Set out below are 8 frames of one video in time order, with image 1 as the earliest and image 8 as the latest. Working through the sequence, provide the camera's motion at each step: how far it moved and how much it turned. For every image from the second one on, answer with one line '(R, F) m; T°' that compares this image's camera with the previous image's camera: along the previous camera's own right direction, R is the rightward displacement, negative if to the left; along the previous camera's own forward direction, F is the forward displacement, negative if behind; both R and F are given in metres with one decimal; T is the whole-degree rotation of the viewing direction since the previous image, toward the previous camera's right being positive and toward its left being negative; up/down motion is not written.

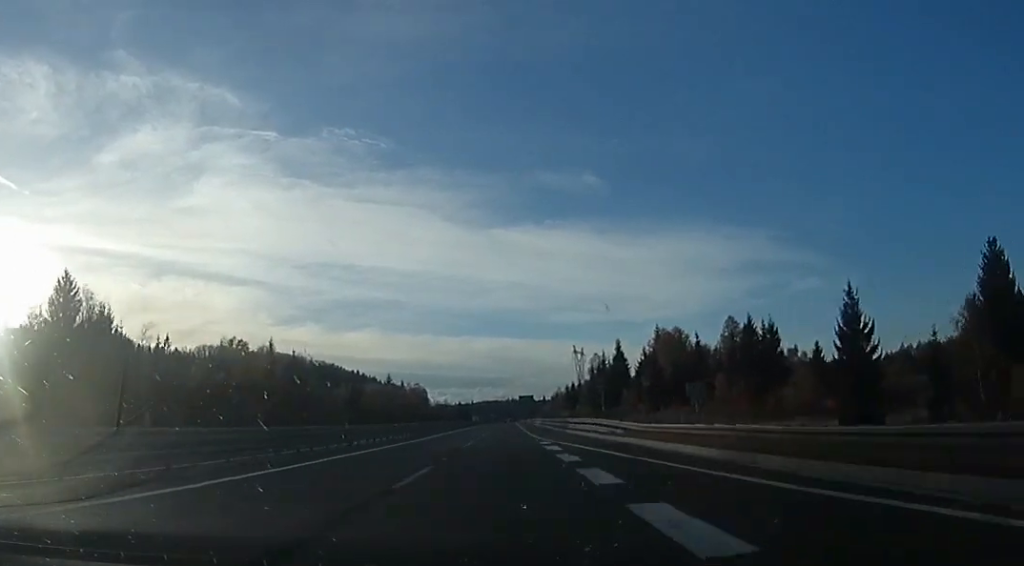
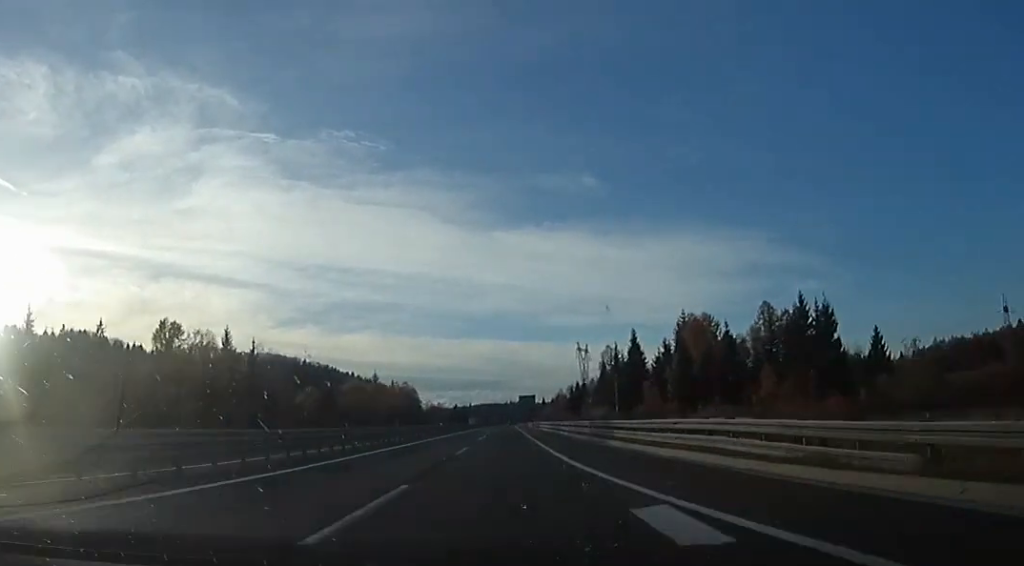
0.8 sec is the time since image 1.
(0.0, +22.8) m; 0°
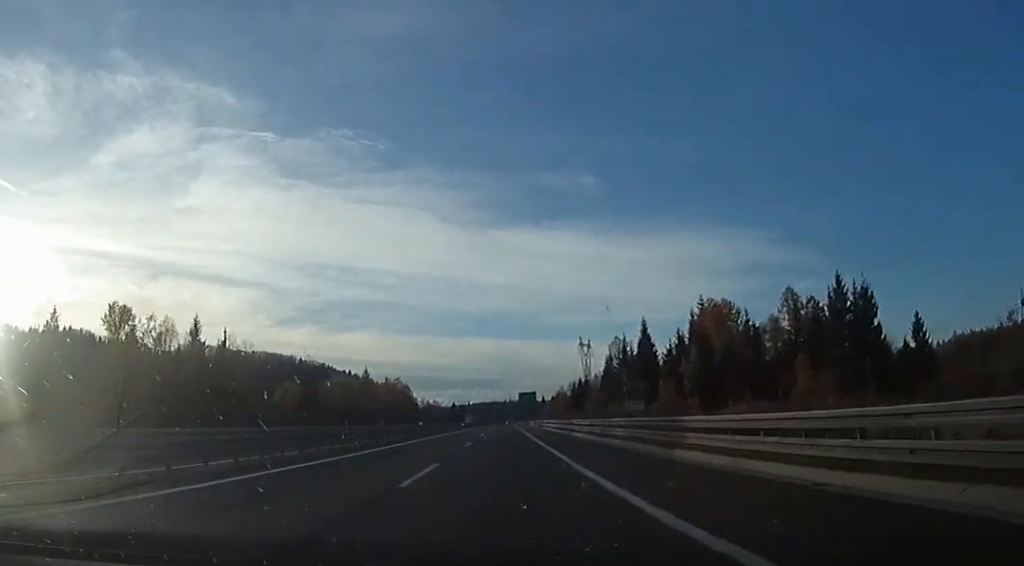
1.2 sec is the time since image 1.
(-0.1, +12.4) m; 0°
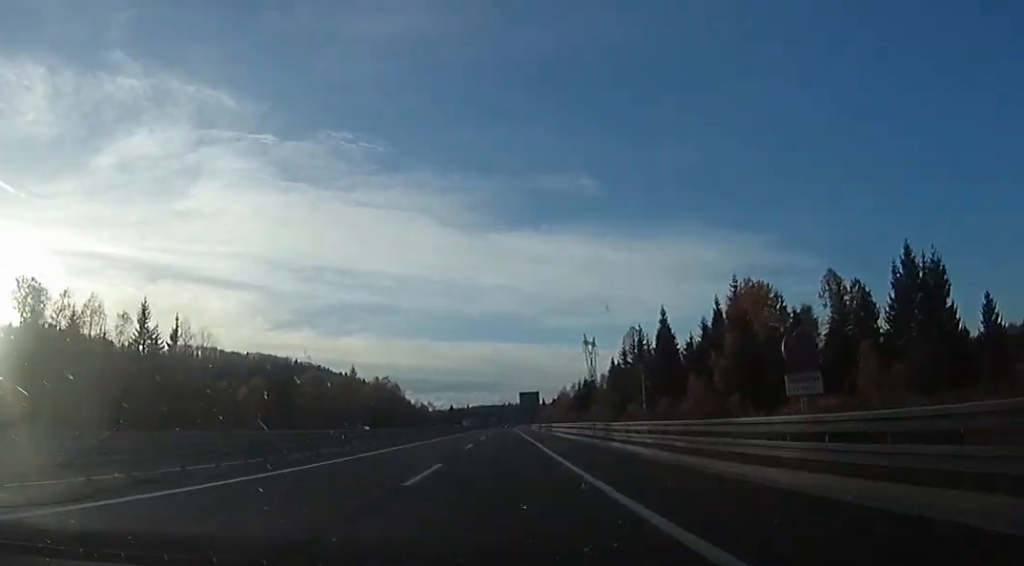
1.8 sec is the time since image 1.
(+0.1, +17.2) m; 0°
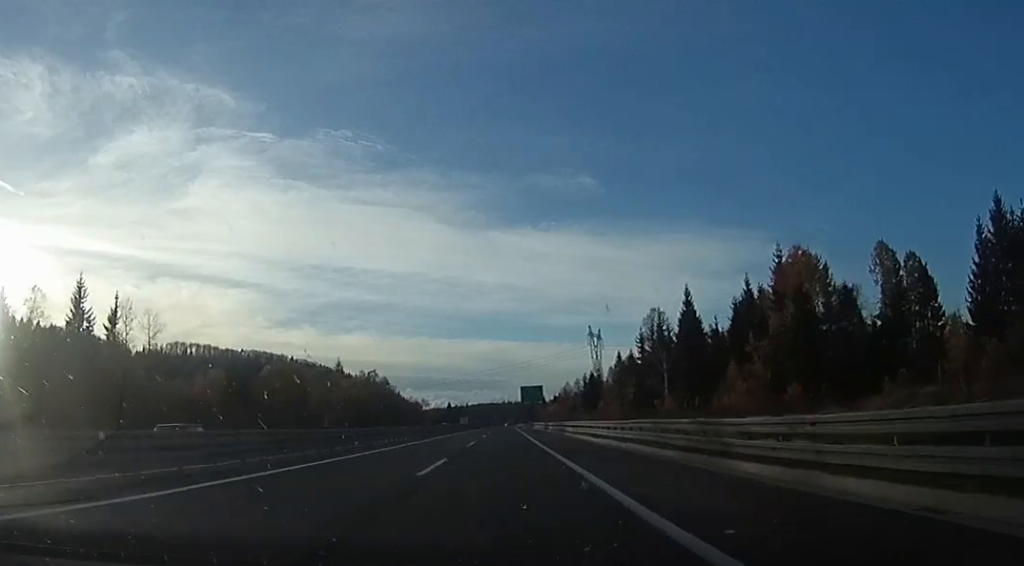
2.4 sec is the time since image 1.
(+0.1, +16.3) m; 0°
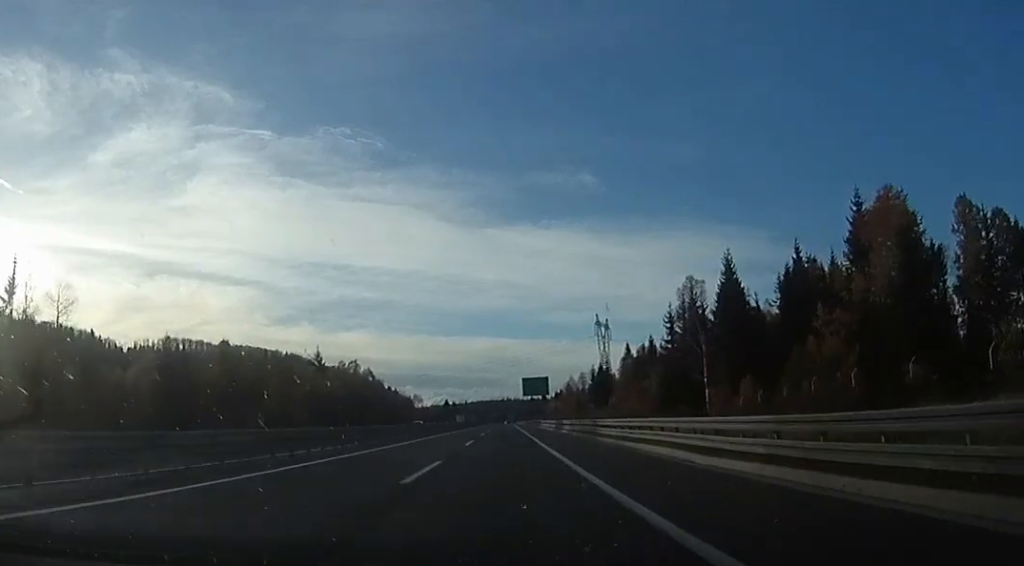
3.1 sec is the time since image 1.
(0.0, +19.6) m; 0°
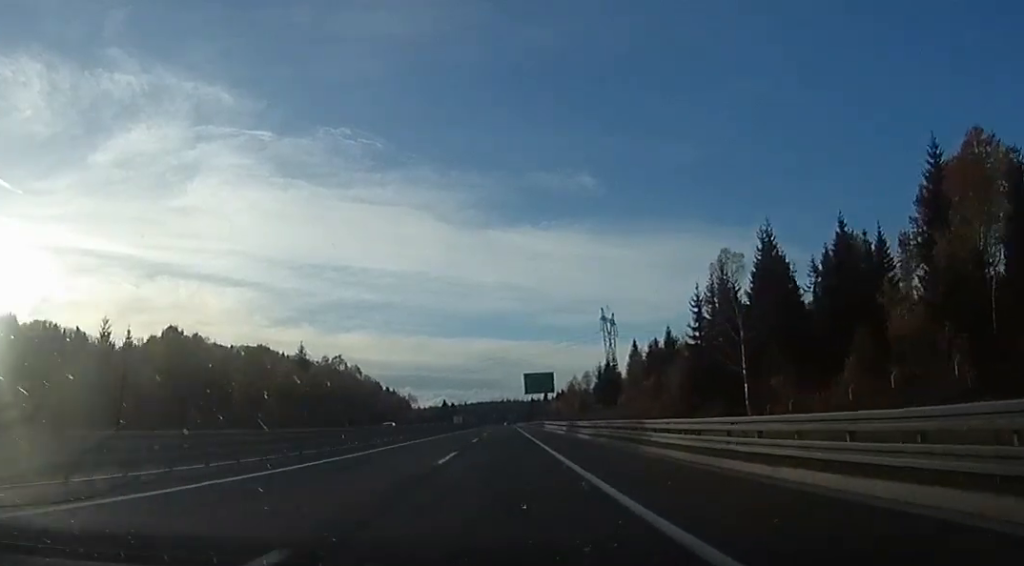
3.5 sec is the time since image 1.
(0.0, +12.9) m; 0°
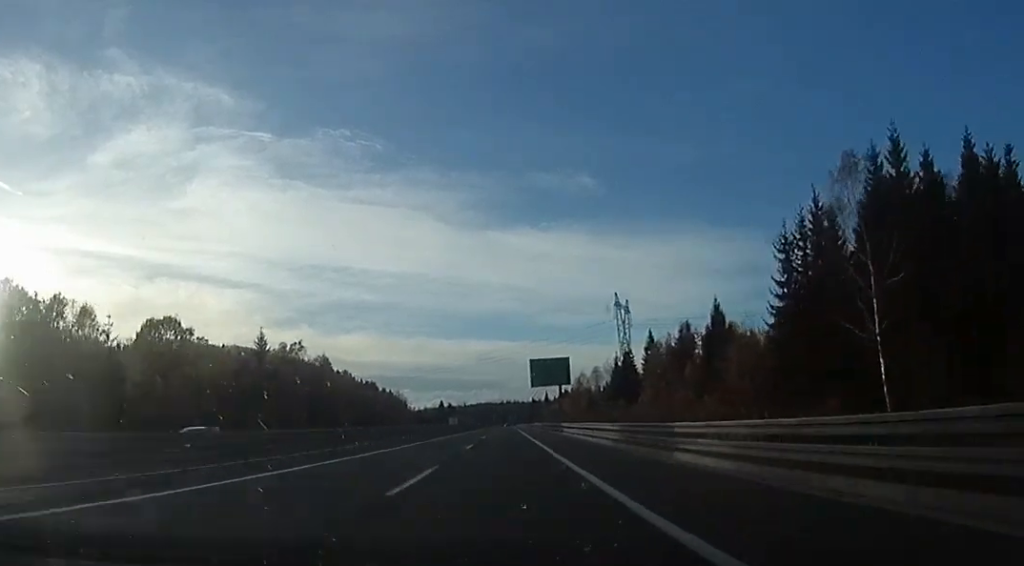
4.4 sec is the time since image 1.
(0.0, +24.9) m; 0°
